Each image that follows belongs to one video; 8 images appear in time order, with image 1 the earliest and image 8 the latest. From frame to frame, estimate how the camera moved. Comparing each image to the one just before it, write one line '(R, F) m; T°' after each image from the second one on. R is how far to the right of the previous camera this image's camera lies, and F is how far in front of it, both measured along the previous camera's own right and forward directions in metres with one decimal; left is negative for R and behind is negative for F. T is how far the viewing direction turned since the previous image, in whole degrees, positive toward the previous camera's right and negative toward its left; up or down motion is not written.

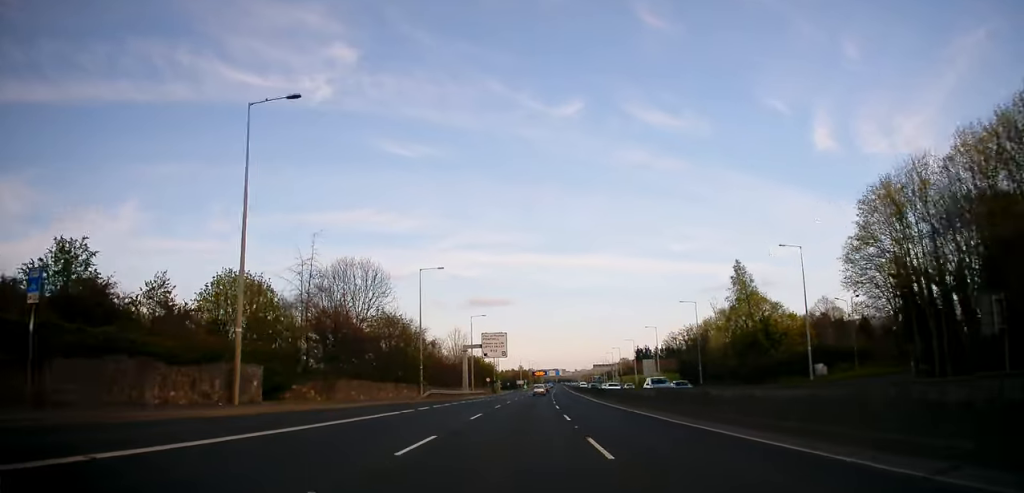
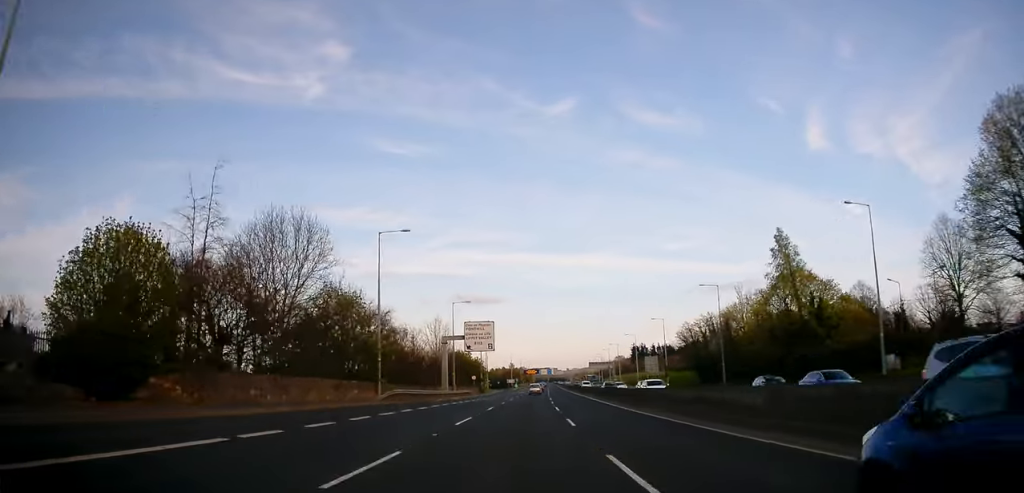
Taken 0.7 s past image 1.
(+0.3, +15.9) m; +1°
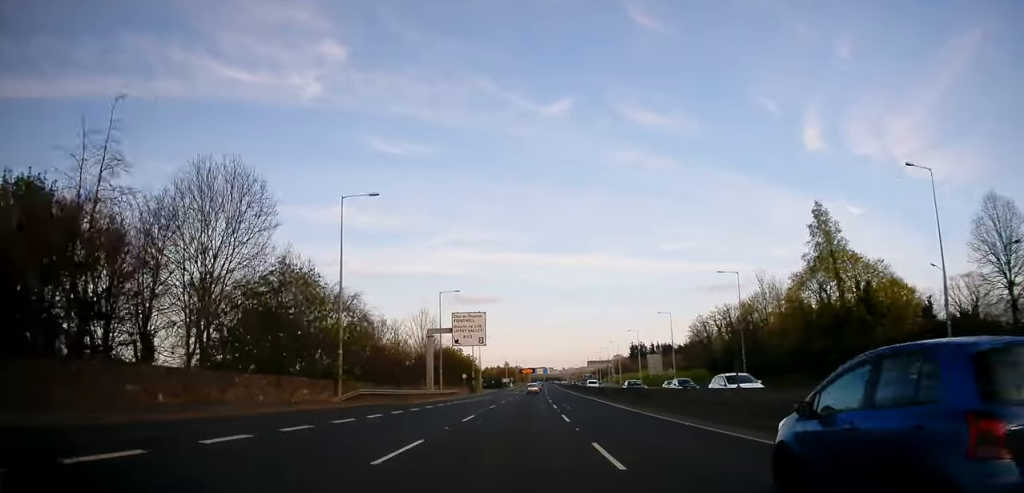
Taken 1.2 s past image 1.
(0.0, +9.8) m; 0°
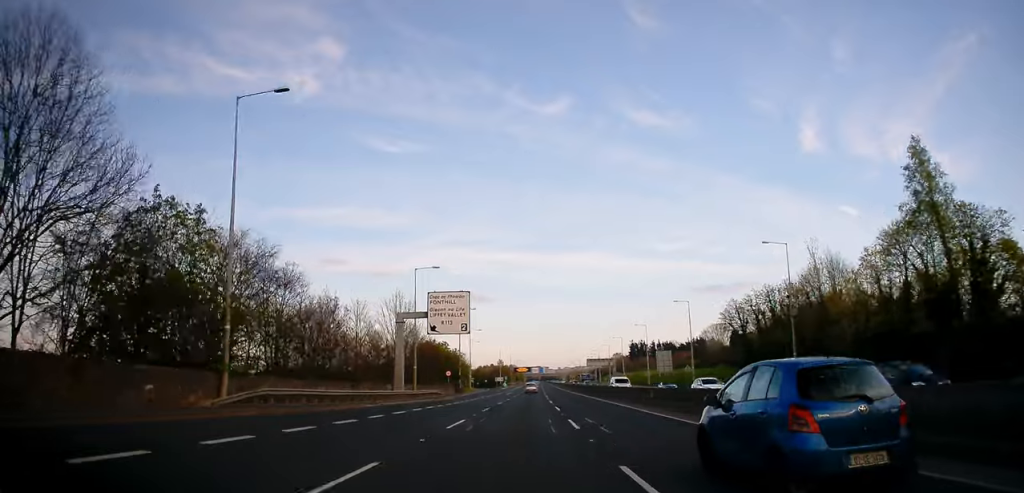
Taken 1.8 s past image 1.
(0.0, +15.2) m; 0°
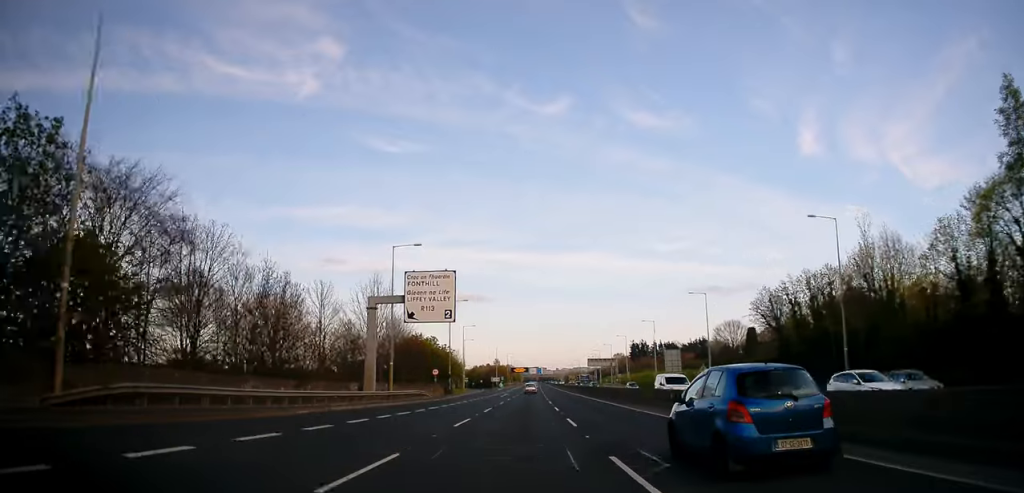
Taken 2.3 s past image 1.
(0.0, +10.7) m; +1°
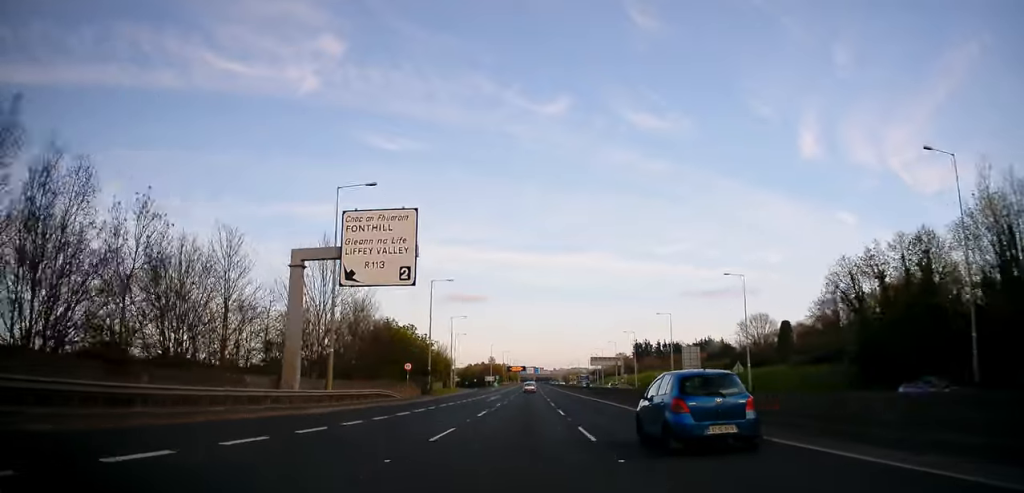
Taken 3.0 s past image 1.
(+0.1, +16.1) m; 0°
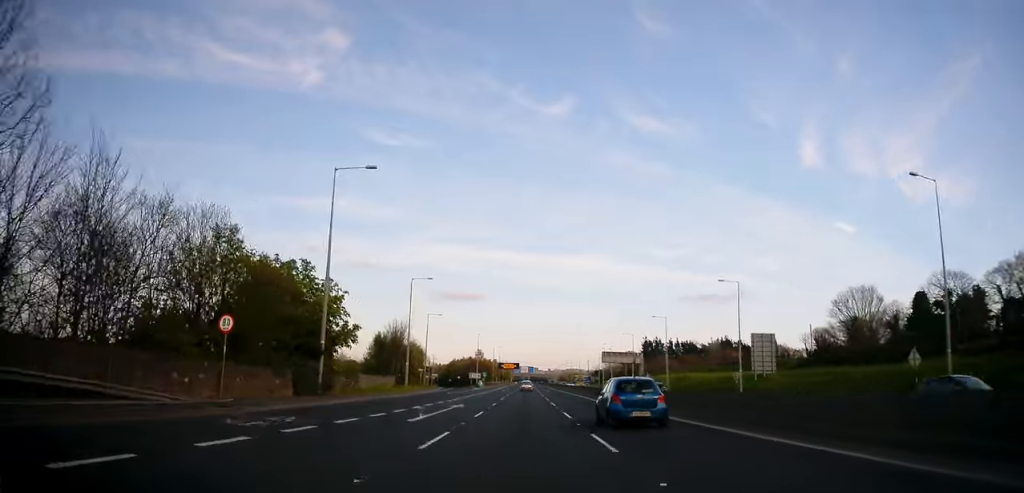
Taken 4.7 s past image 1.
(-0.1, +37.8) m; 0°
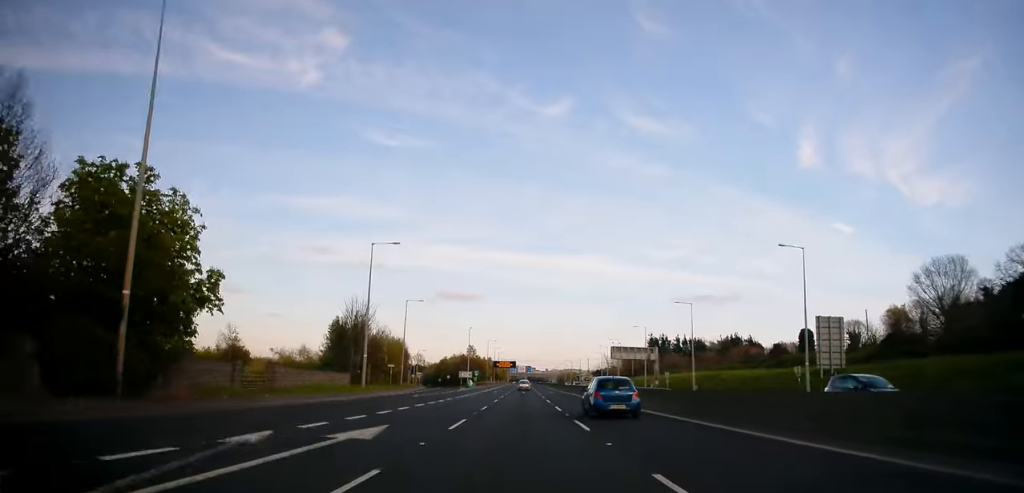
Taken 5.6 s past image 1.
(+0.3, +19.1) m; +1°
